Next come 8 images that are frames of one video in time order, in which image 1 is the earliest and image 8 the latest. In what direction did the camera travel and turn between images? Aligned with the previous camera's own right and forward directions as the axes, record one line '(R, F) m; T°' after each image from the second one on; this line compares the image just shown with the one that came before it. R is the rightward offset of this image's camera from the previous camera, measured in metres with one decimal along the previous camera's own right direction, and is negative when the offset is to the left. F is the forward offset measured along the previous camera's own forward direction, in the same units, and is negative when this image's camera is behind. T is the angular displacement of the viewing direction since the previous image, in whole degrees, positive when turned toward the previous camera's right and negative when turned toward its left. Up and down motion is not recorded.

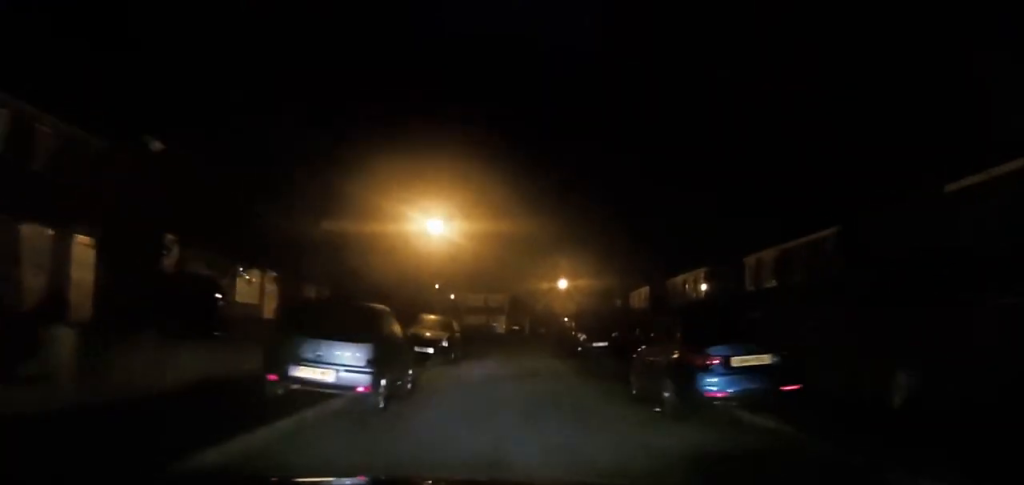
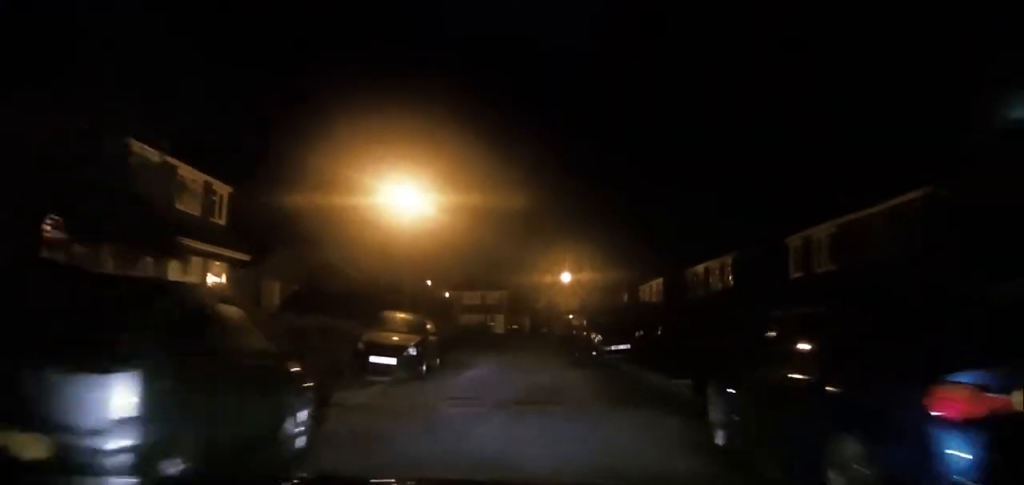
(0.0, +5.3) m; 0°
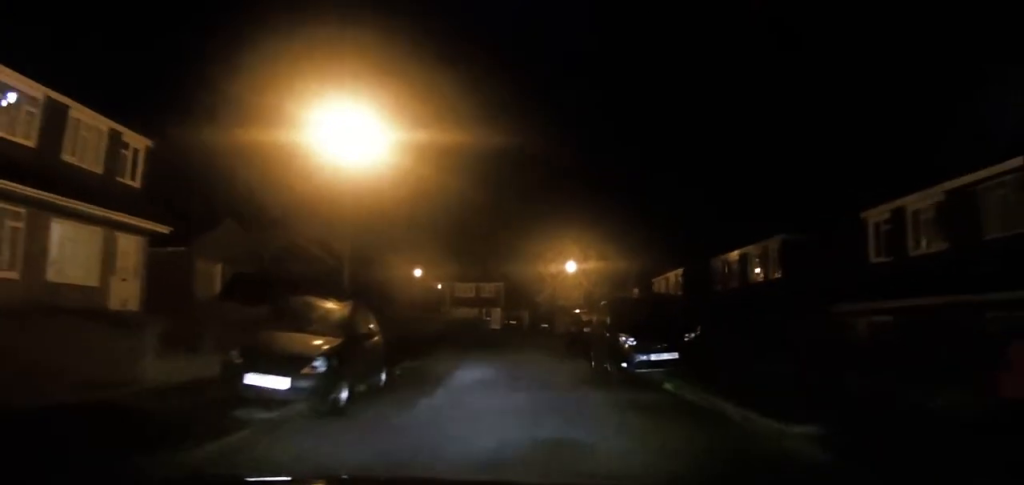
(0.0, +6.2) m; 0°
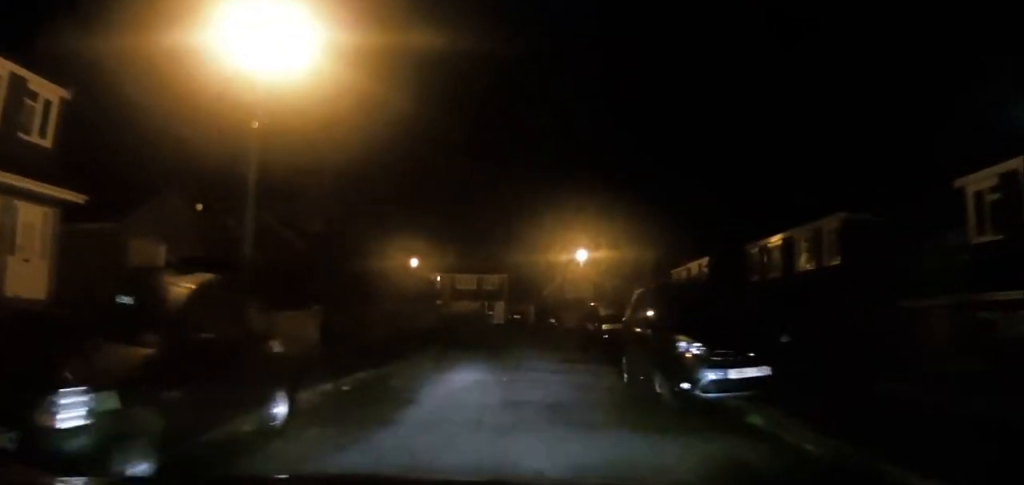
(0.0, +4.7) m; 0°
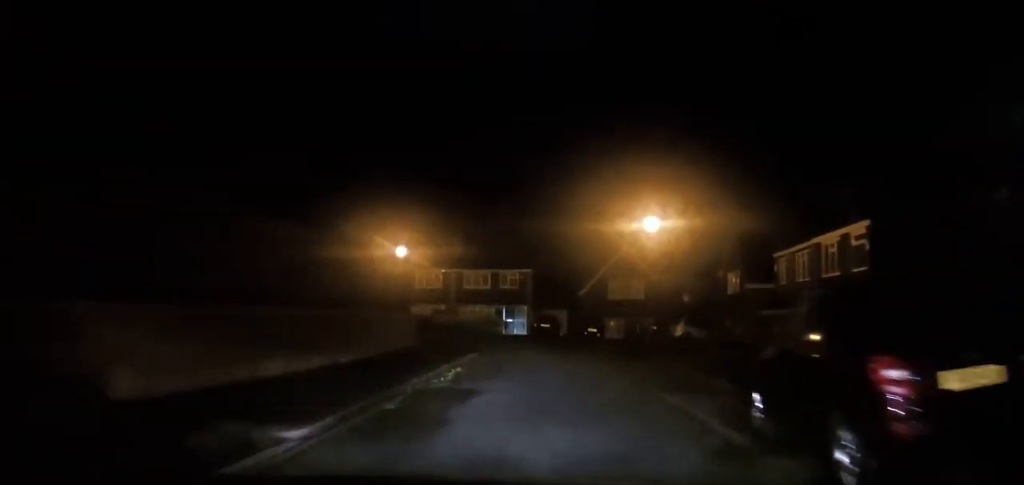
(0.0, +15.4) m; +1°
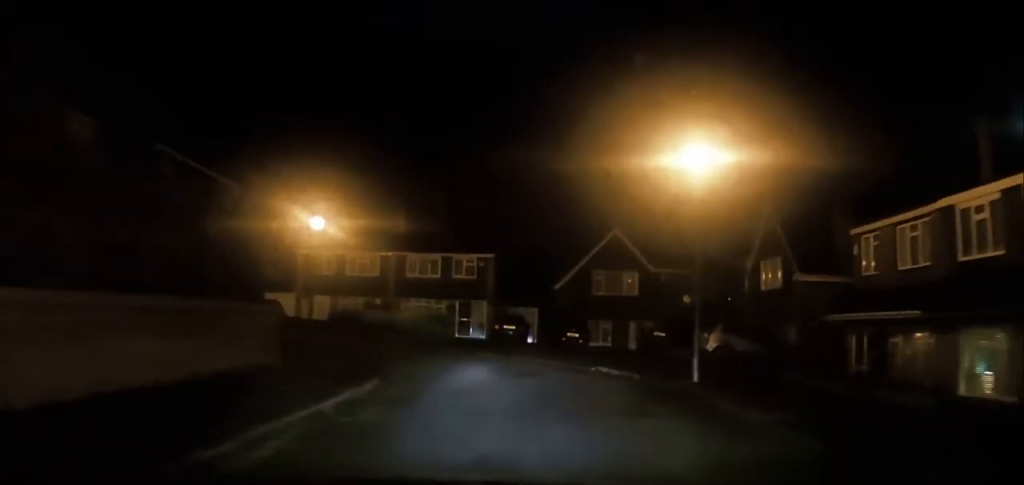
(+0.2, +10.6) m; +4°
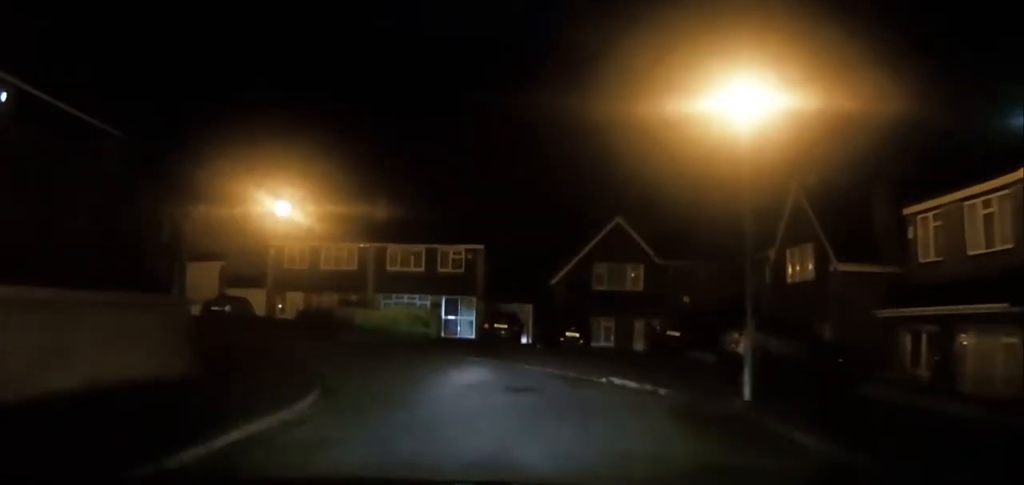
(+0.1, +3.6) m; +2°
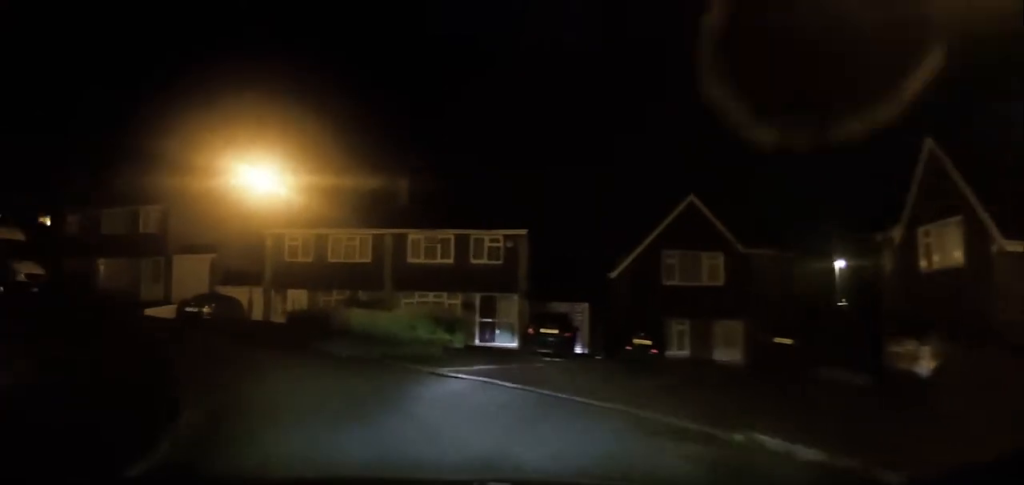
(+0.2, +6.4) m; +2°
